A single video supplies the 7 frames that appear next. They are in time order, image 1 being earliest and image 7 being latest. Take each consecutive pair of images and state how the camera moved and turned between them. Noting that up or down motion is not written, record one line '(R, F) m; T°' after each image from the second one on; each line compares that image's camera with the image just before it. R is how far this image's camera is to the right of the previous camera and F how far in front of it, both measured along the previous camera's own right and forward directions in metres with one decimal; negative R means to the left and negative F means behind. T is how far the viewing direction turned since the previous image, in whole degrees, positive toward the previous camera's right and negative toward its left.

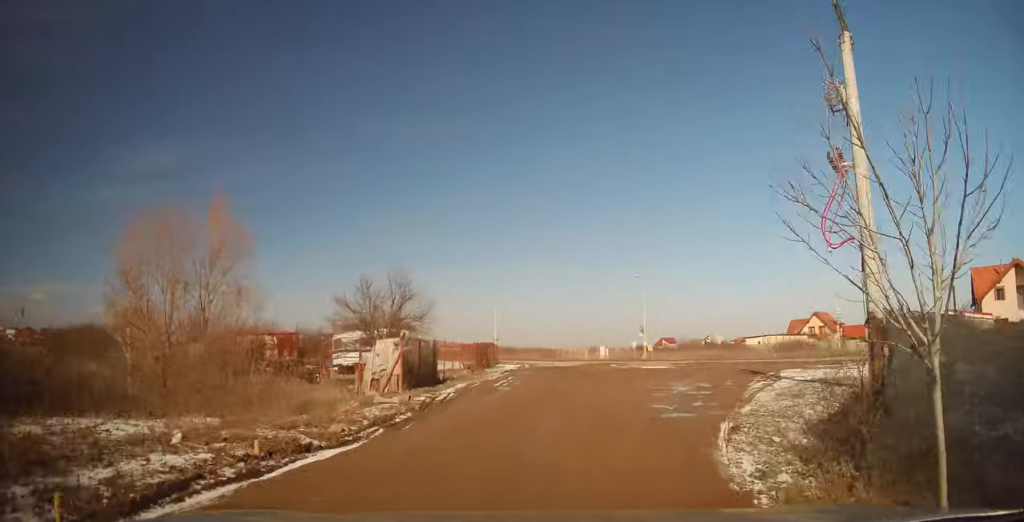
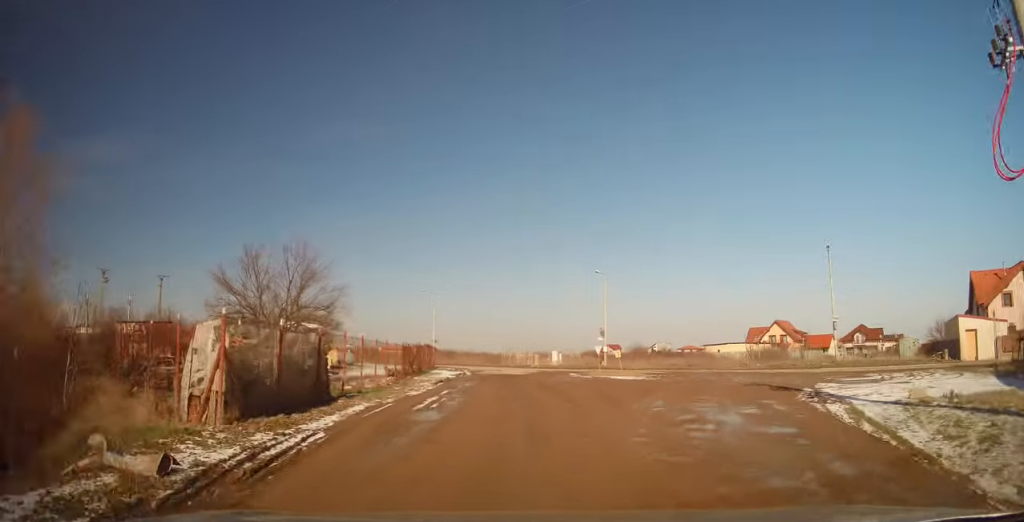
(+0.5, +6.7) m; +7°
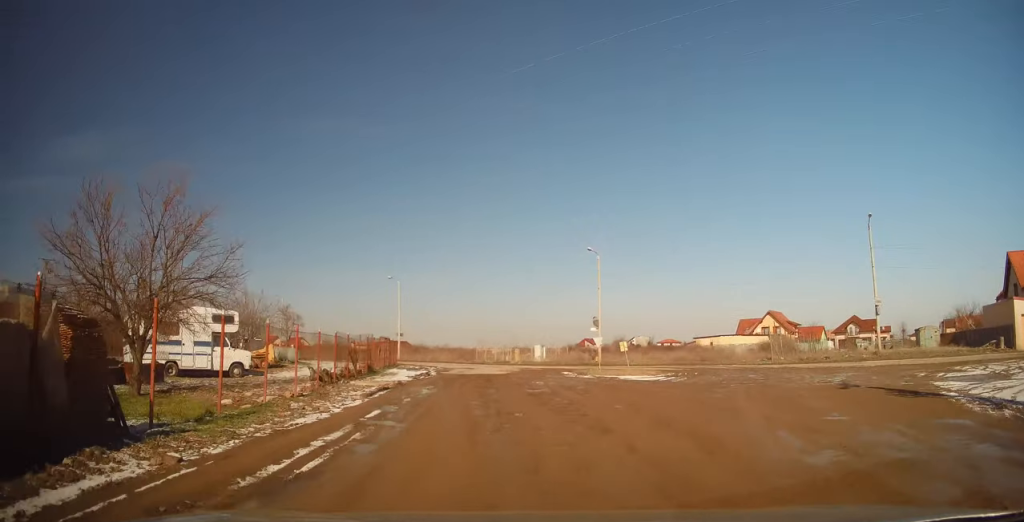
(+0.5, +7.7) m; +5°
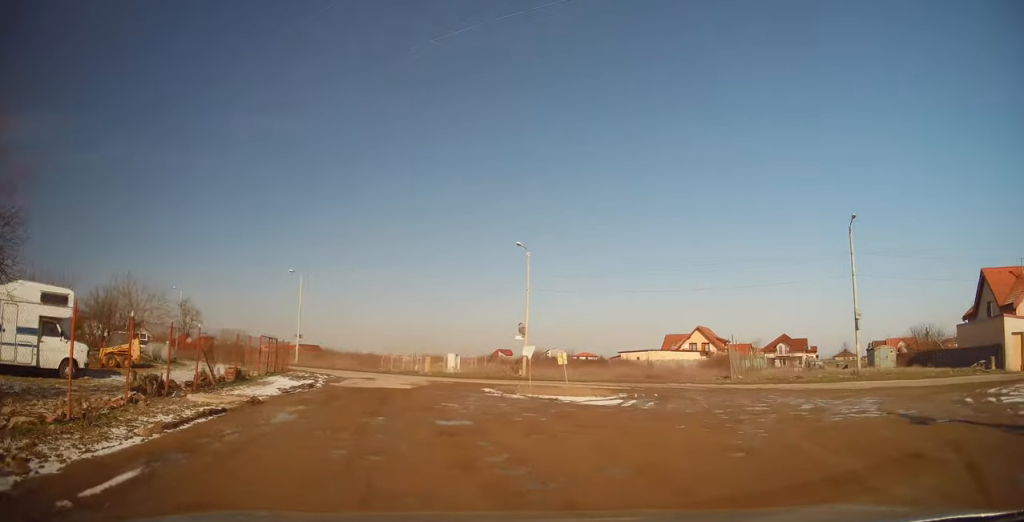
(+0.1, +8.6) m; +2°
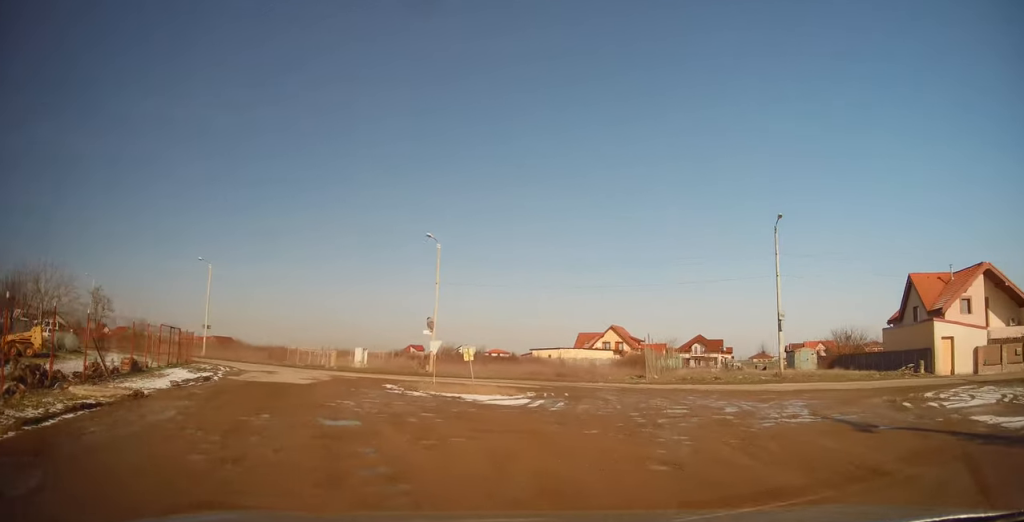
(0.0, +1.8) m; +2°
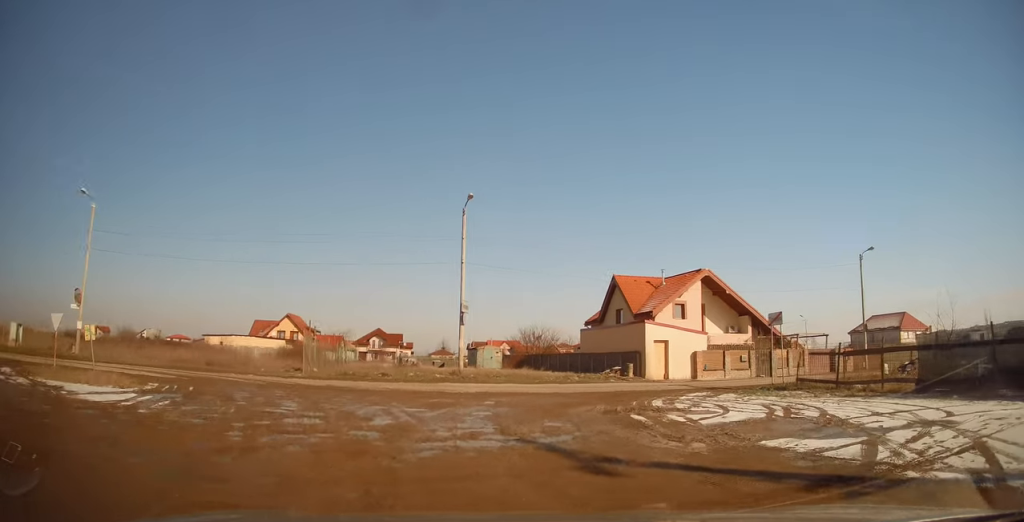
(+1.3, +4.4) m; +39°
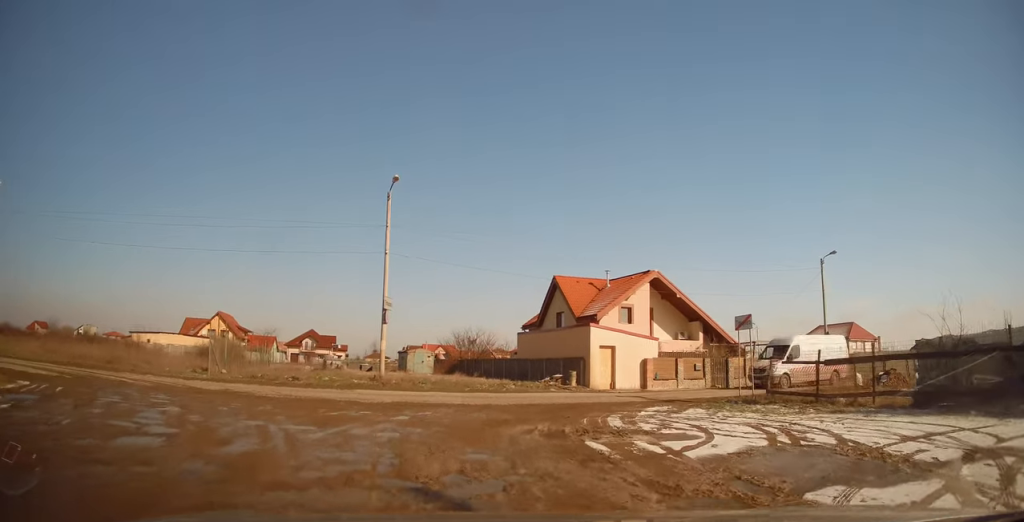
(+0.6, +2.9) m; +16°
